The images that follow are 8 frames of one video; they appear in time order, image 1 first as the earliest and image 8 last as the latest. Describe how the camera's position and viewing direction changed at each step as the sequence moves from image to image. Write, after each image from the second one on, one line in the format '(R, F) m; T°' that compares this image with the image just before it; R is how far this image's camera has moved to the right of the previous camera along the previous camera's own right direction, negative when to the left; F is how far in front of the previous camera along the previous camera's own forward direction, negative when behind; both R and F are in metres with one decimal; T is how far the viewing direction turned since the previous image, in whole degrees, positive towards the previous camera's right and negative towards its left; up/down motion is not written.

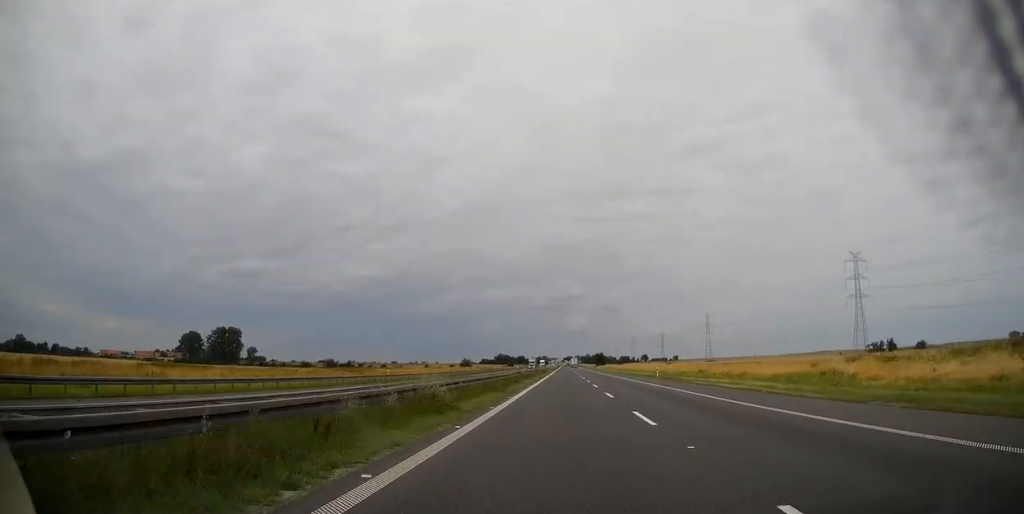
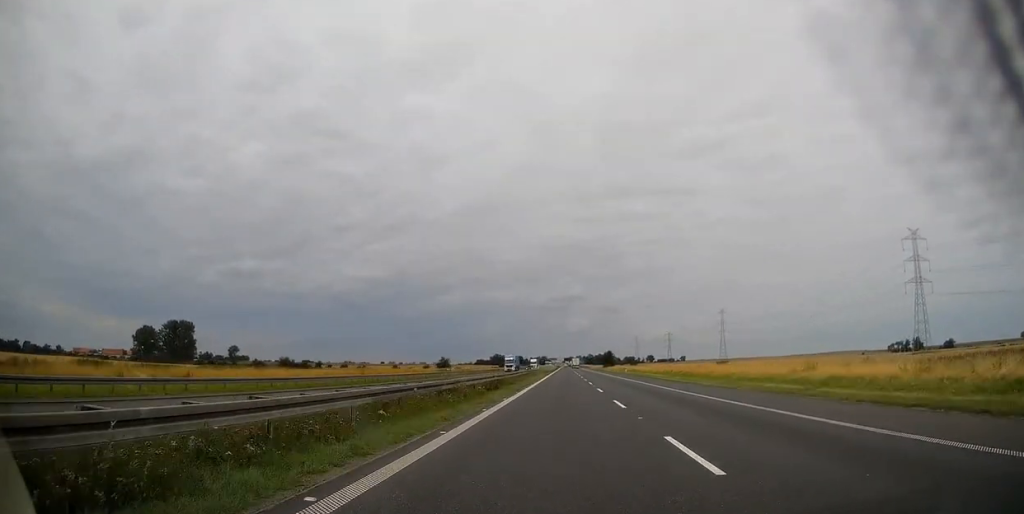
(-0.4, +66.9) m; 0°
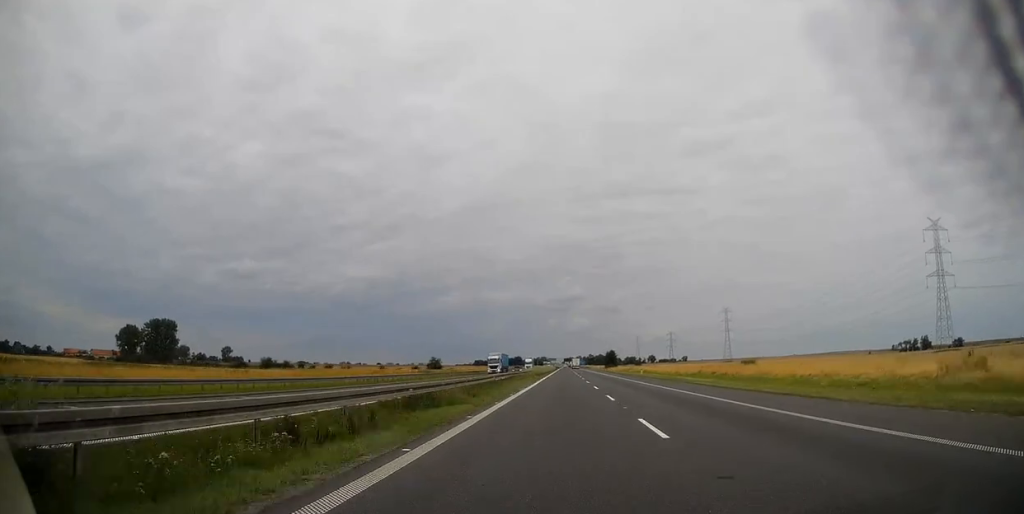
(0.0, +20.4) m; 0°
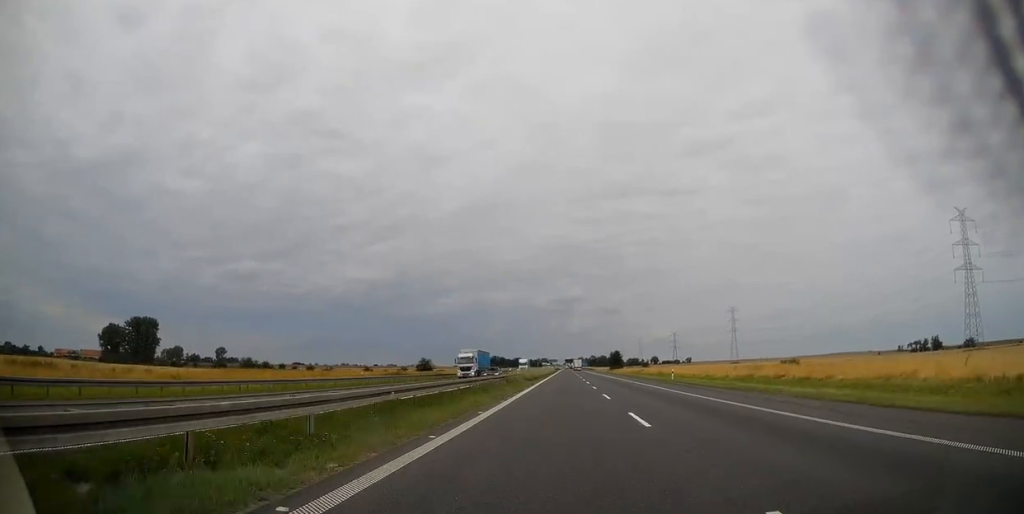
(+0.1, +21.9) m; 0°
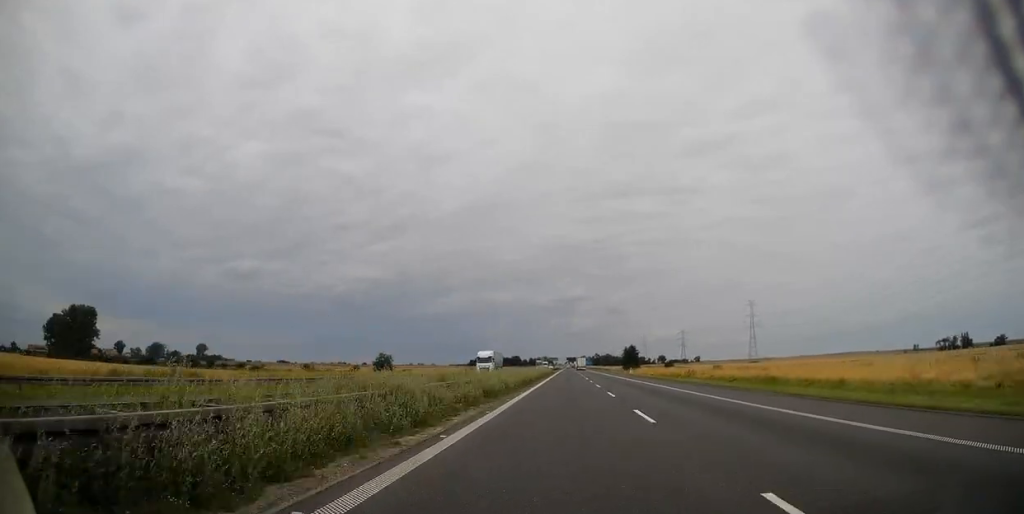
(-0.2, +59.9) m; 0°
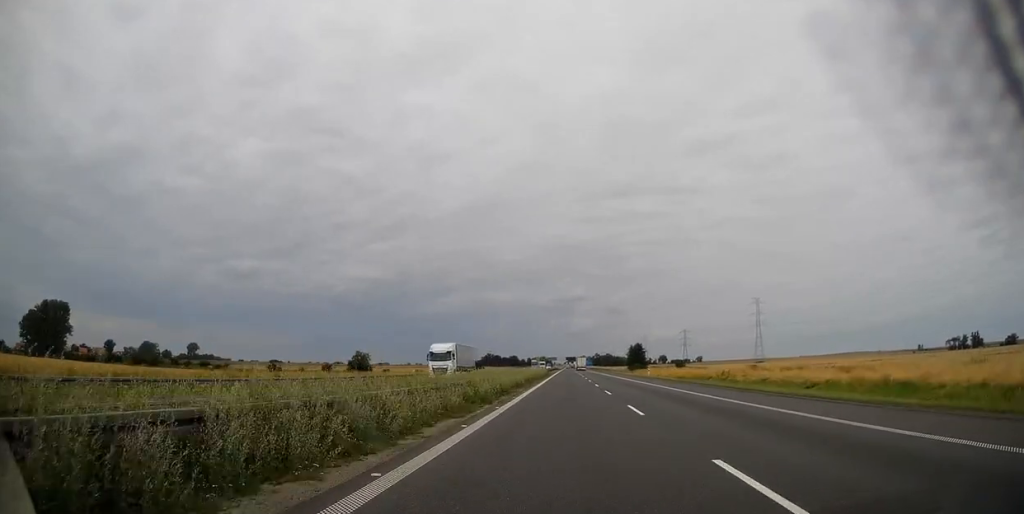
(-0.1, +21.9) m; 0°
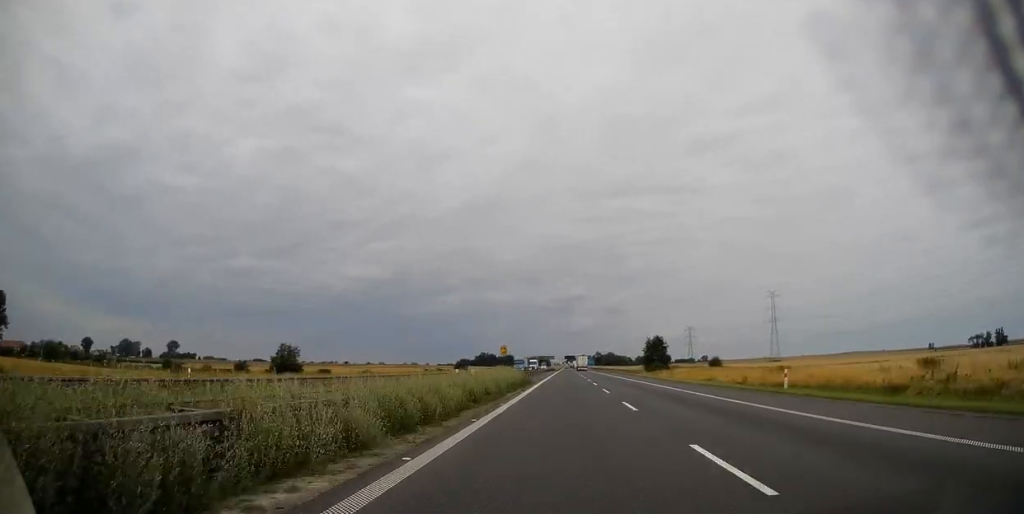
(+0.2, +46.7) m; 0°
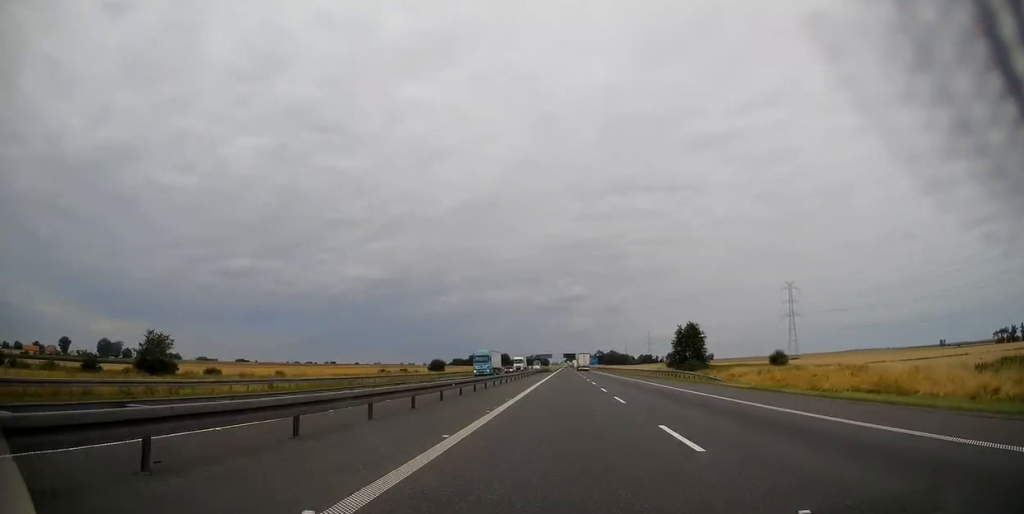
(-0.1, +45.1) m; 0°
